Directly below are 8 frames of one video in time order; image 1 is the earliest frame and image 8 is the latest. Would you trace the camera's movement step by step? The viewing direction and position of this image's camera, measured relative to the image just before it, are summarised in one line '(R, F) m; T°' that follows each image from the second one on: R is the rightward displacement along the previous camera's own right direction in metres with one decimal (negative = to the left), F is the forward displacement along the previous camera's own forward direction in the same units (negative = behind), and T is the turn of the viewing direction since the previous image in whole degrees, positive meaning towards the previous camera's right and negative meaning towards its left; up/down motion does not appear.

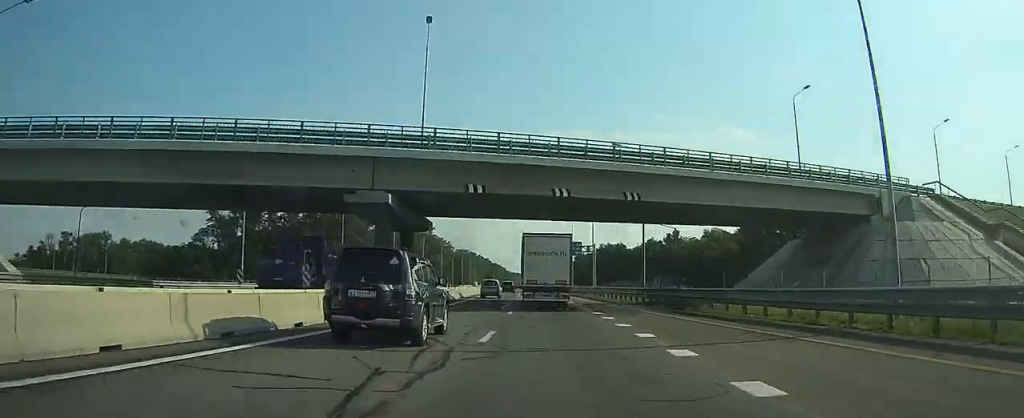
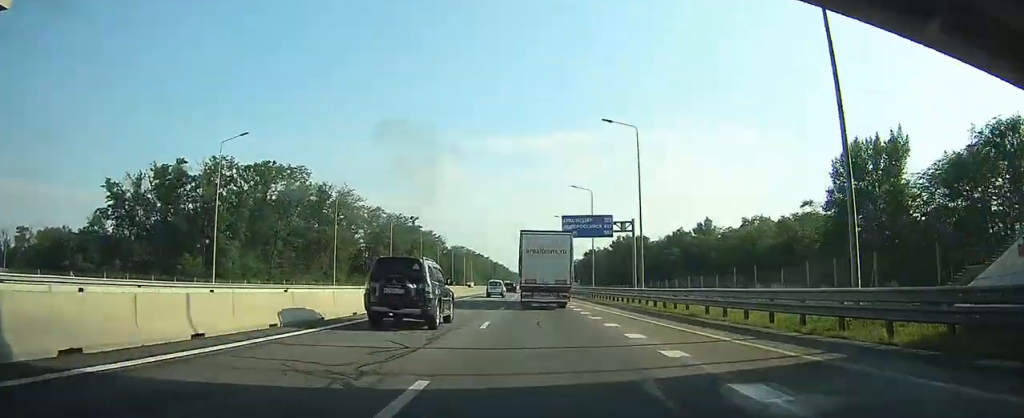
(0.0, +32.9) m; 0°
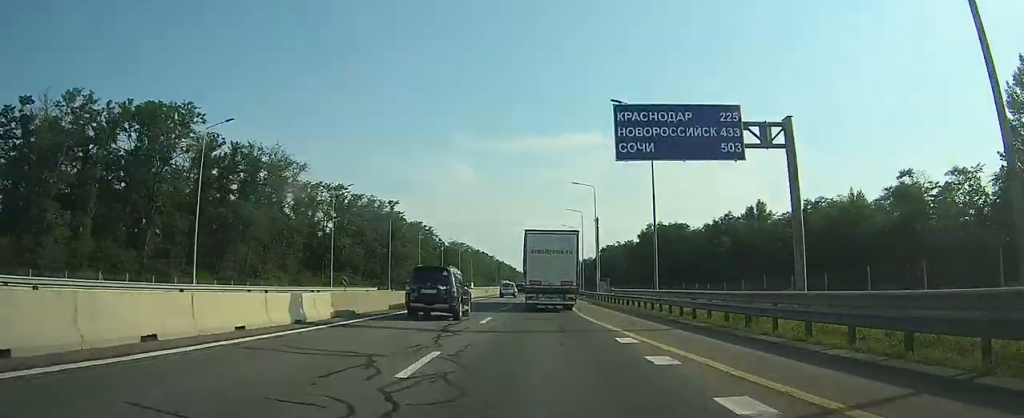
(-0.1, +33.1) m; 0°
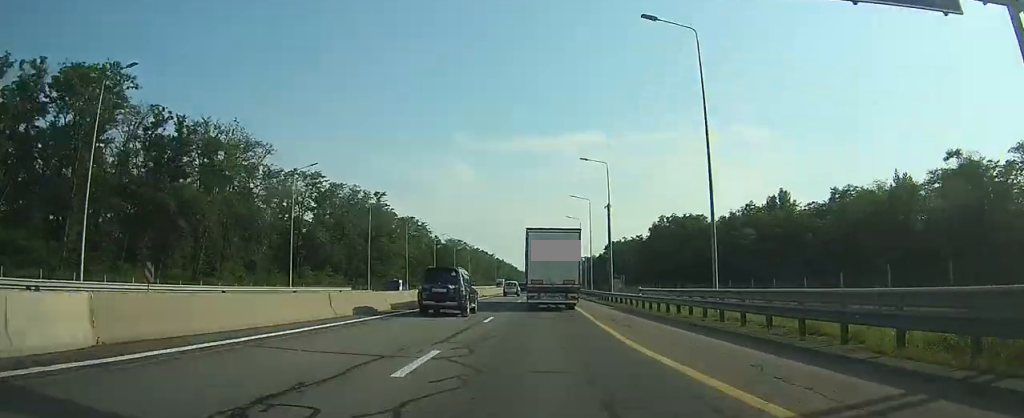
(0.0, +12.0) m; 0°
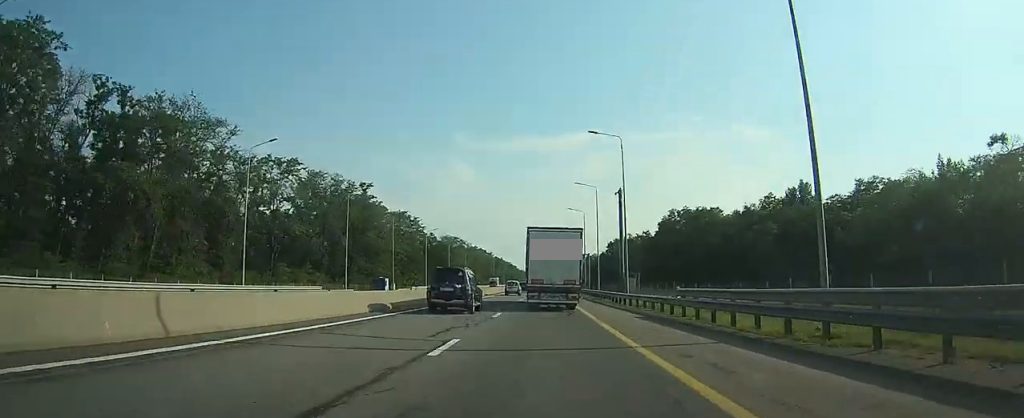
(0.0, +9.6) m; 0°
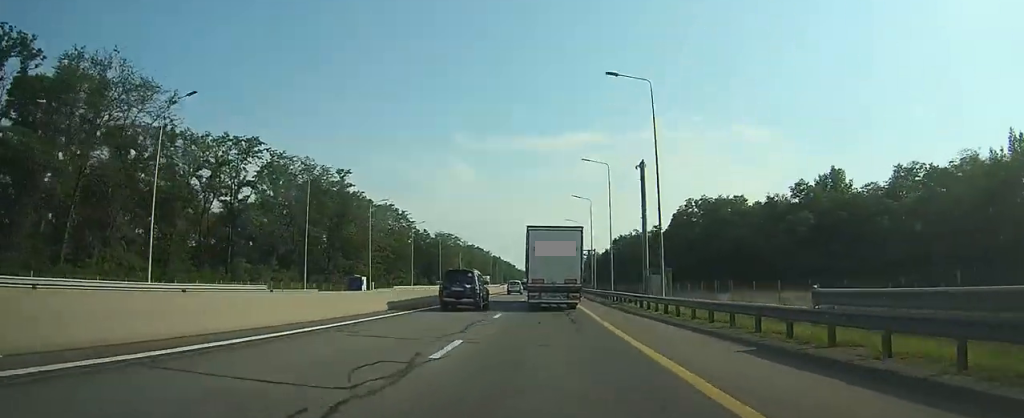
(0.0, +12.7) m; 0°
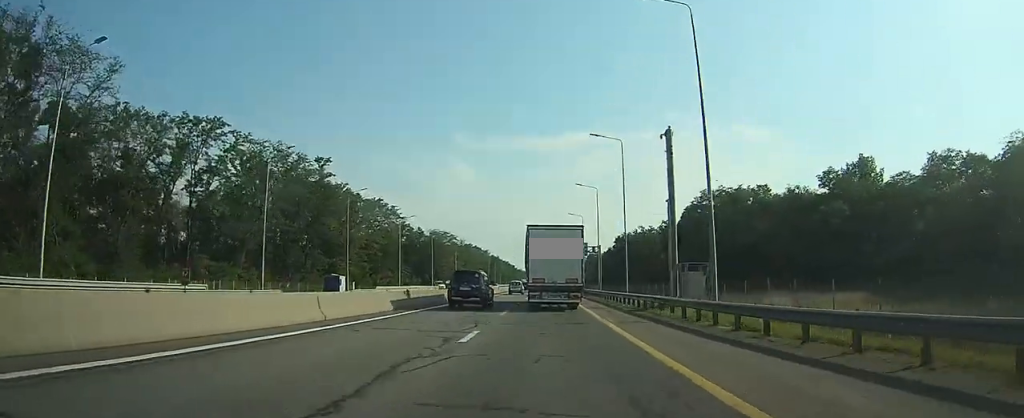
(0.0, +9.5) m; 0°
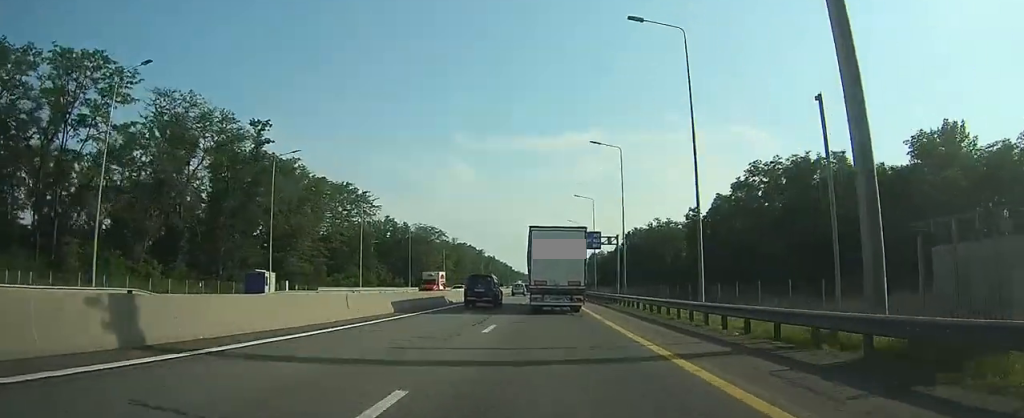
(0.0, +21.5) m; 0°
